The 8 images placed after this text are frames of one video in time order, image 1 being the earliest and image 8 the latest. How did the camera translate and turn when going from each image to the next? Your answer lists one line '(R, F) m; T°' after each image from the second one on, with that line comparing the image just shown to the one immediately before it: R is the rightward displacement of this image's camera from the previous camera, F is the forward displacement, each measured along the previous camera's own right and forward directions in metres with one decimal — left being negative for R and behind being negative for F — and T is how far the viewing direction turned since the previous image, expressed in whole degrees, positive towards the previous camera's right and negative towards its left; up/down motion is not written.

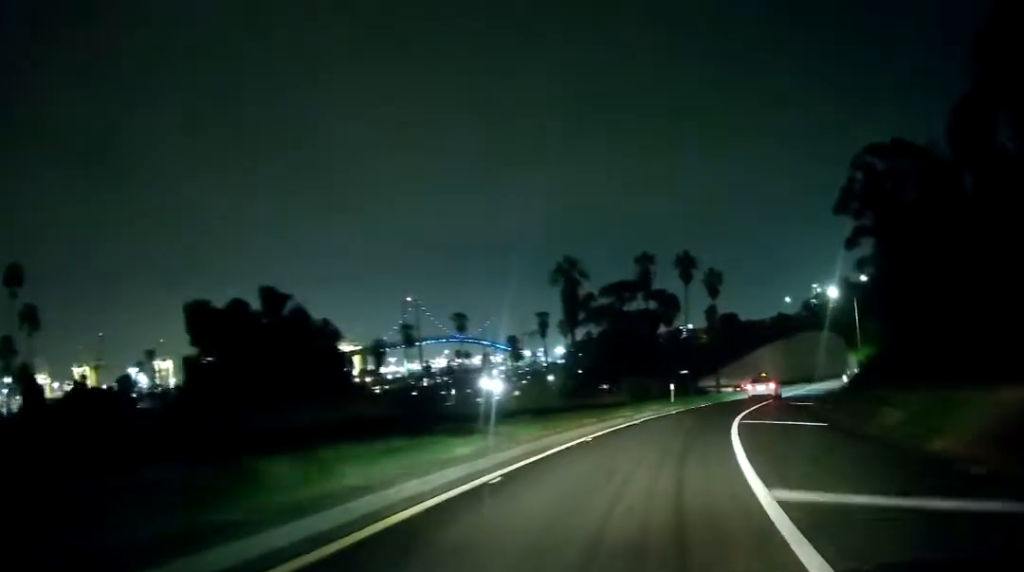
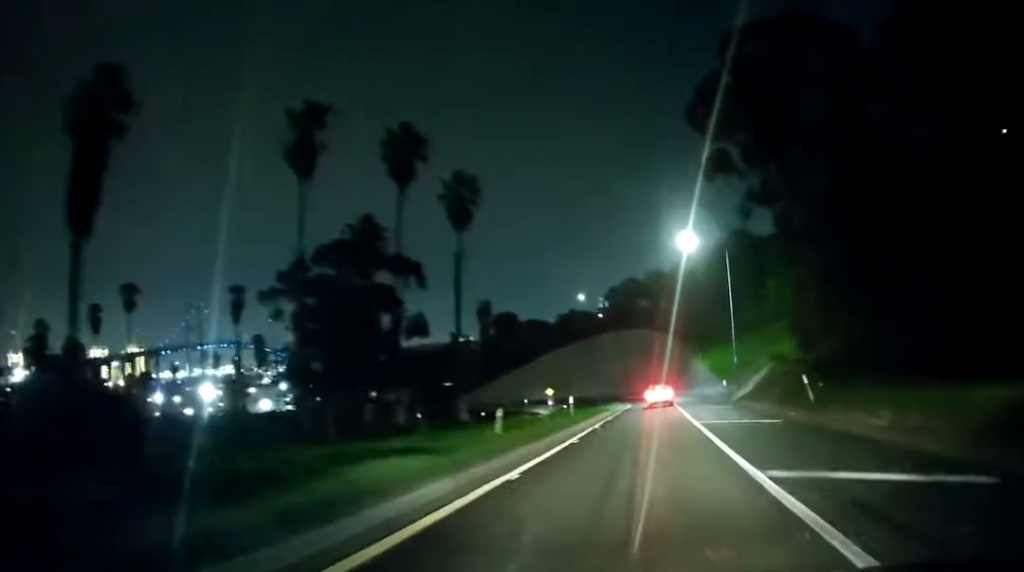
(+6.7, +45.5) m; +14°
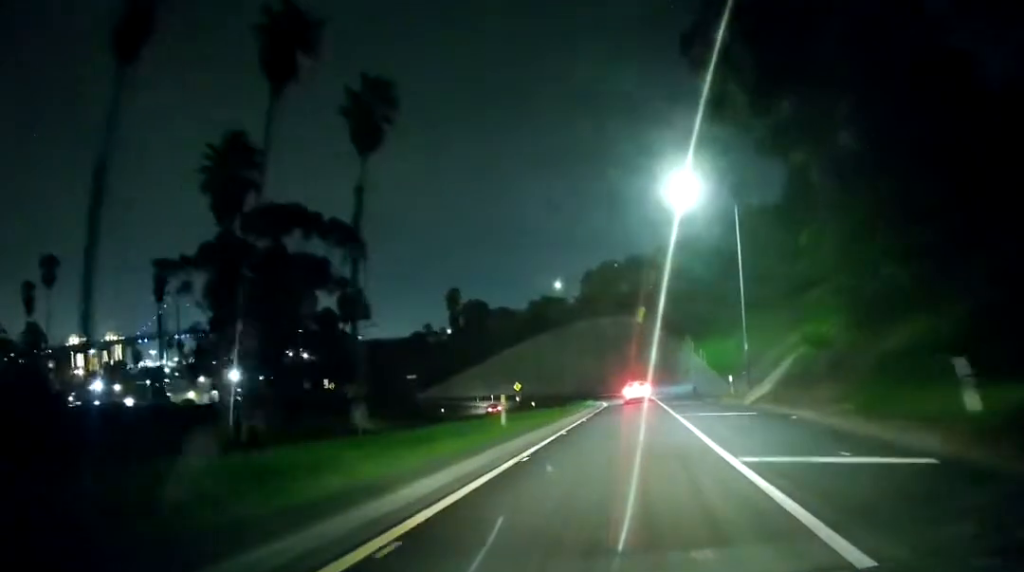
(+0.1, +14.6) m; +1°
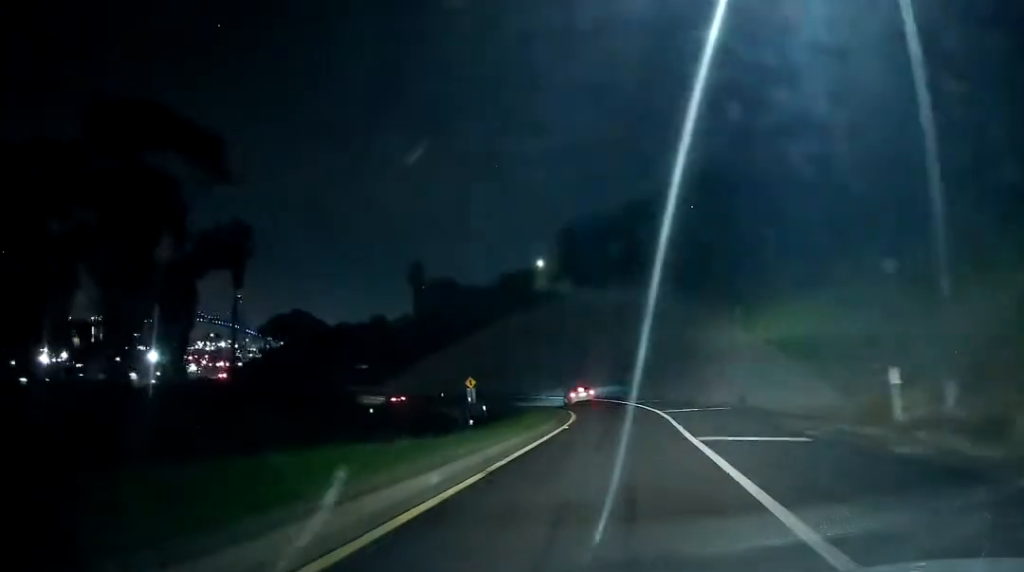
(+1.0, +27.9) m; +3°
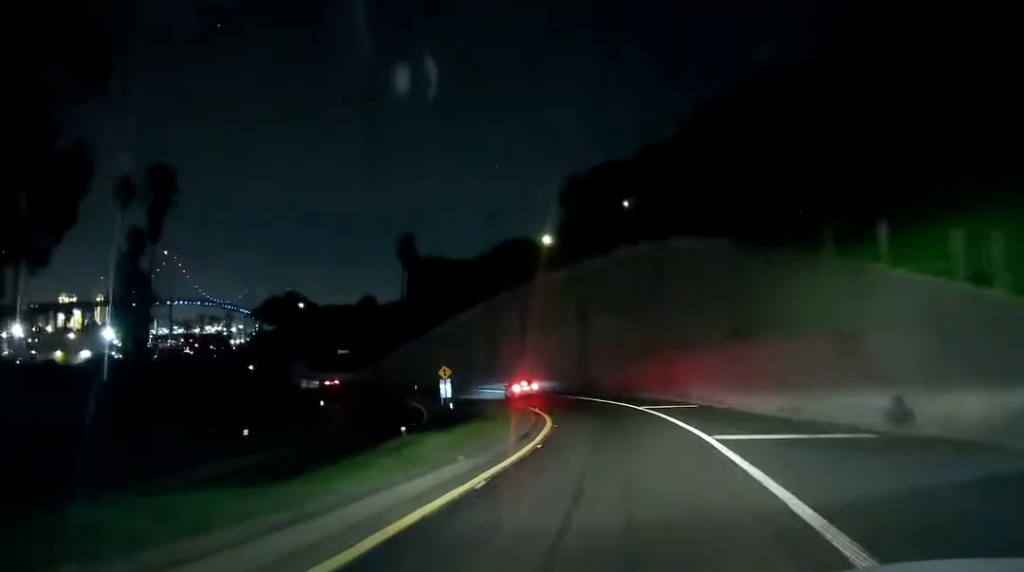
(+0.2, +17.2) m; -1°
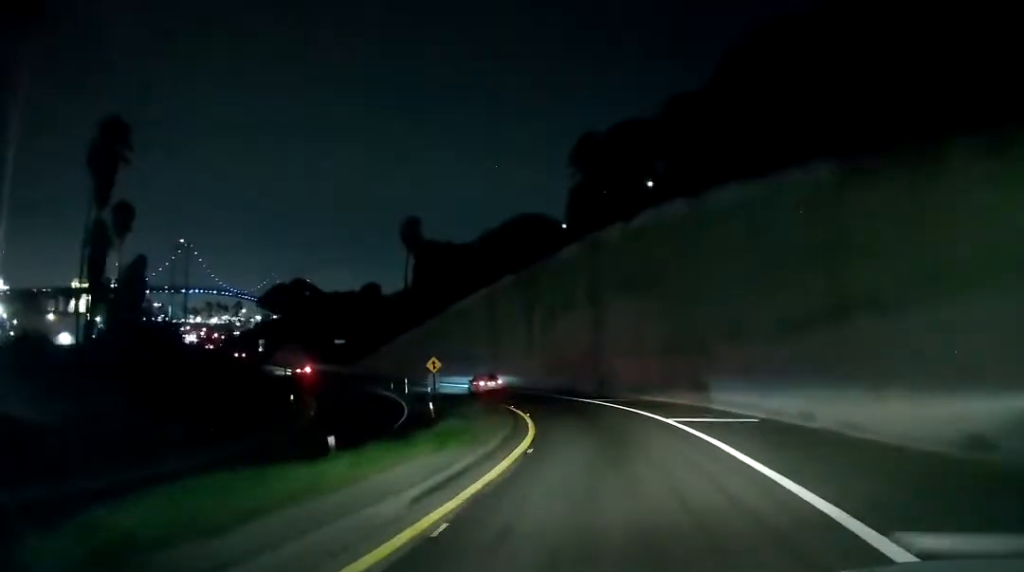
(-0.2, +10.2) m; -1°
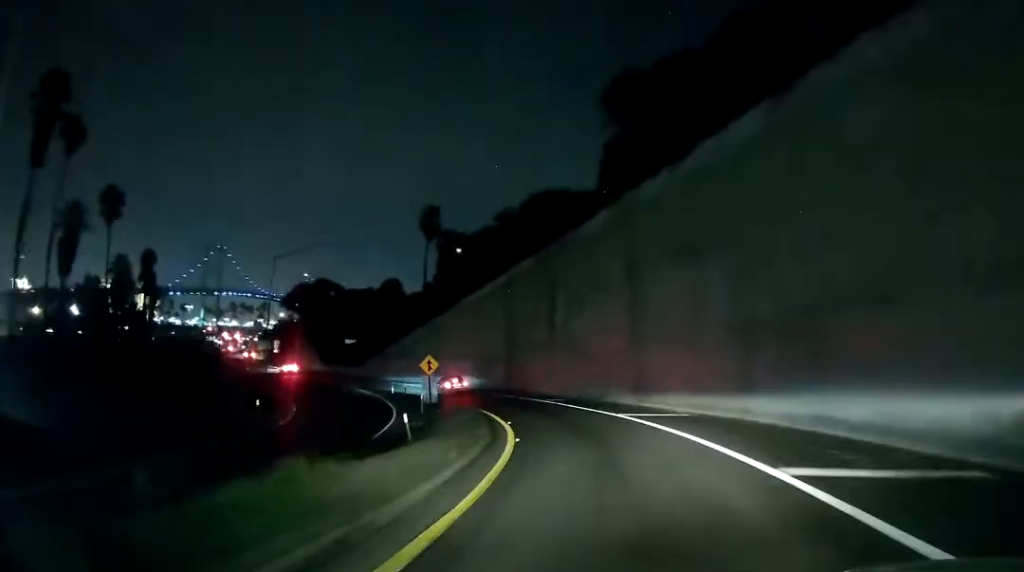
(-0.1, +11.3) m; -3°
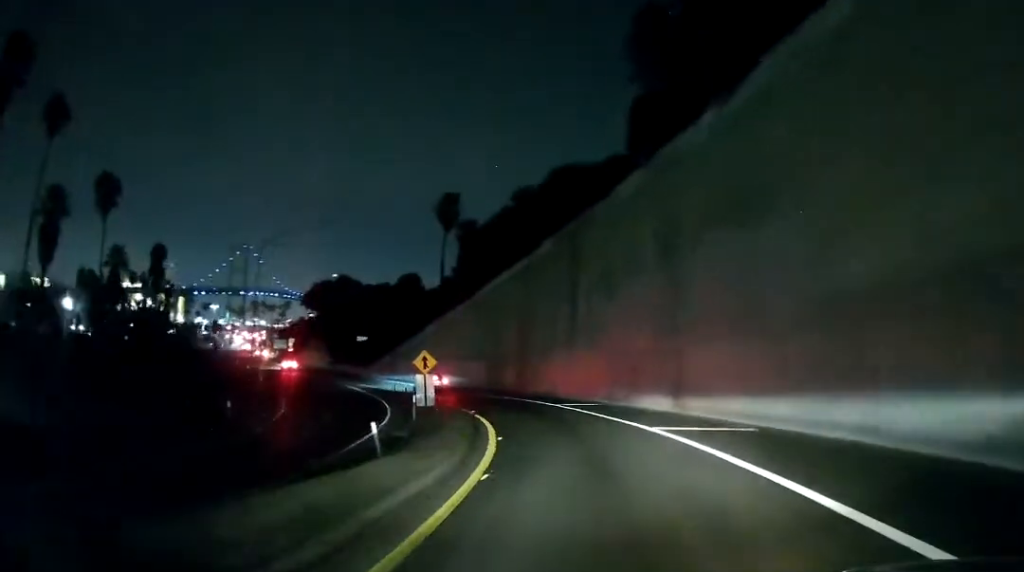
(+0.3, +7.7) m; -2°
